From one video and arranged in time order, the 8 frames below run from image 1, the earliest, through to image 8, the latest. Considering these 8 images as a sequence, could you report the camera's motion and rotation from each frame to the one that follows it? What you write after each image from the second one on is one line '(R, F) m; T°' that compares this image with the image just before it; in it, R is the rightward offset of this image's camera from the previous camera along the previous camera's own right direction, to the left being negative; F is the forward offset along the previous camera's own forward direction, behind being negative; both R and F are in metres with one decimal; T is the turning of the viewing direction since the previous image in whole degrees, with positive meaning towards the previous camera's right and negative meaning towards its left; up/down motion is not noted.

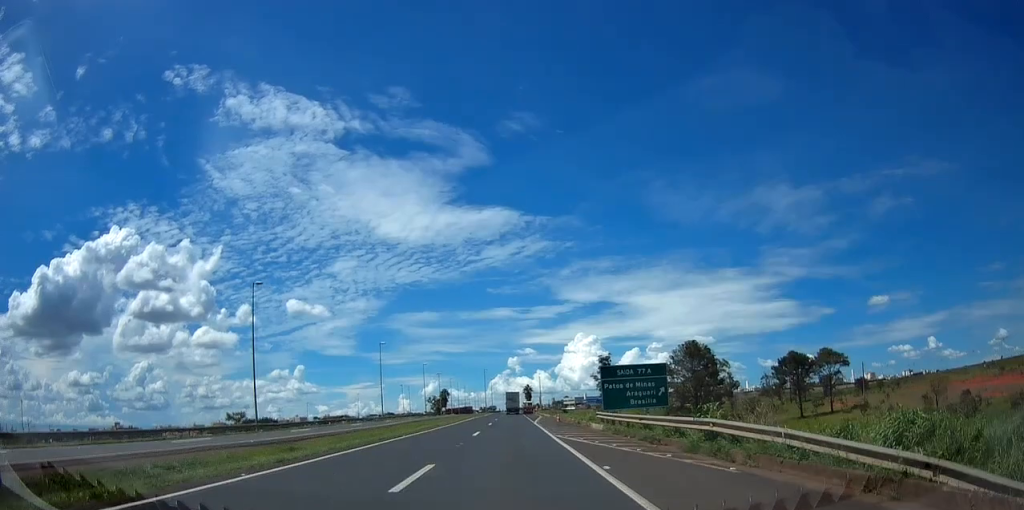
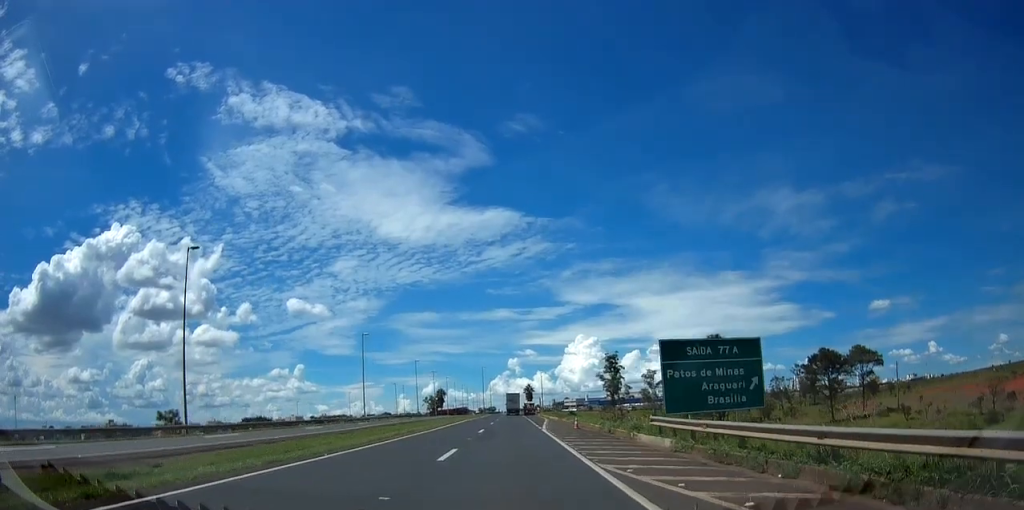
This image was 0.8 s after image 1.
(-0.2, +13.6) m; 0°
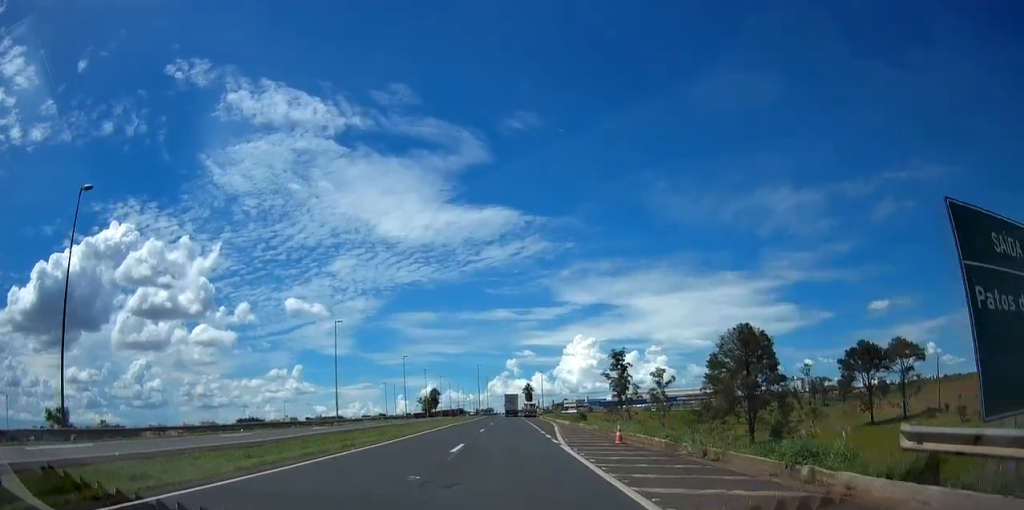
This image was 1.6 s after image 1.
(+0.4, +14.6) m; 0°
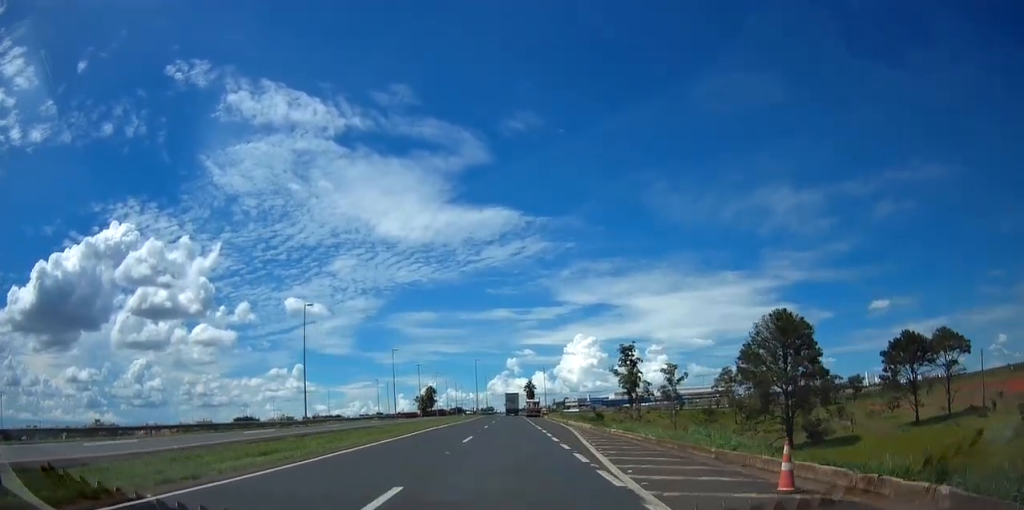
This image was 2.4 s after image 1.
(-0.4, +13.2) m; 0°
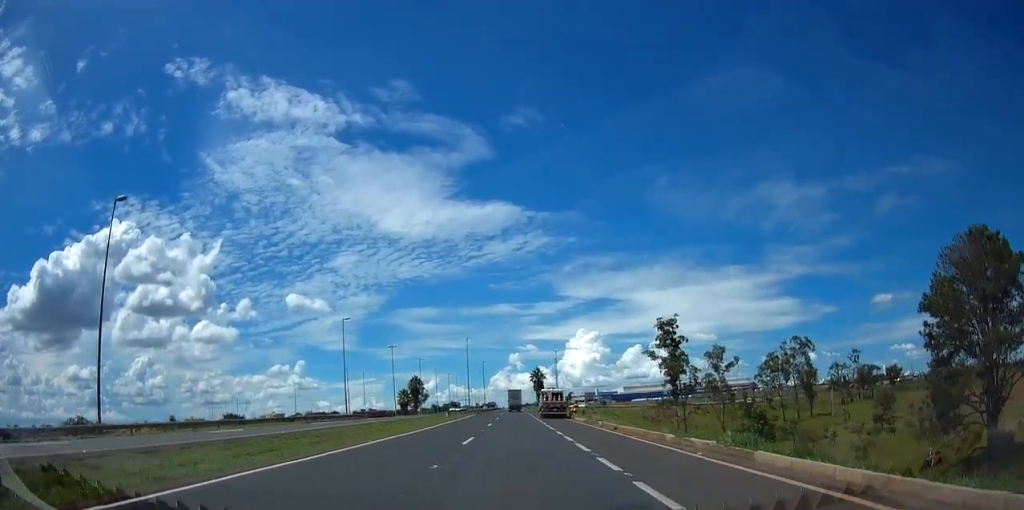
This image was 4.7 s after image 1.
(-0.2, +39.2) m; 0°
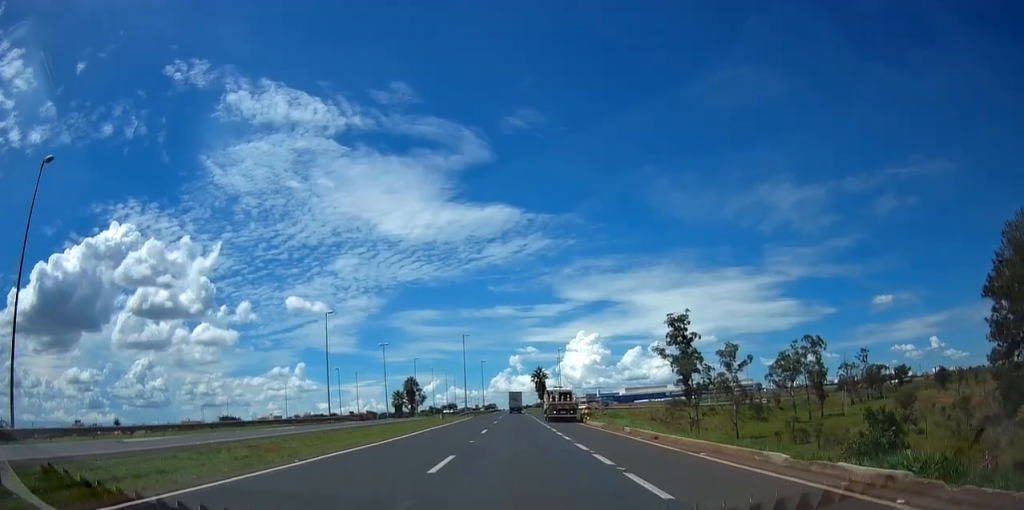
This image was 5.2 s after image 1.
(+0.3, +8.2) m; +1°
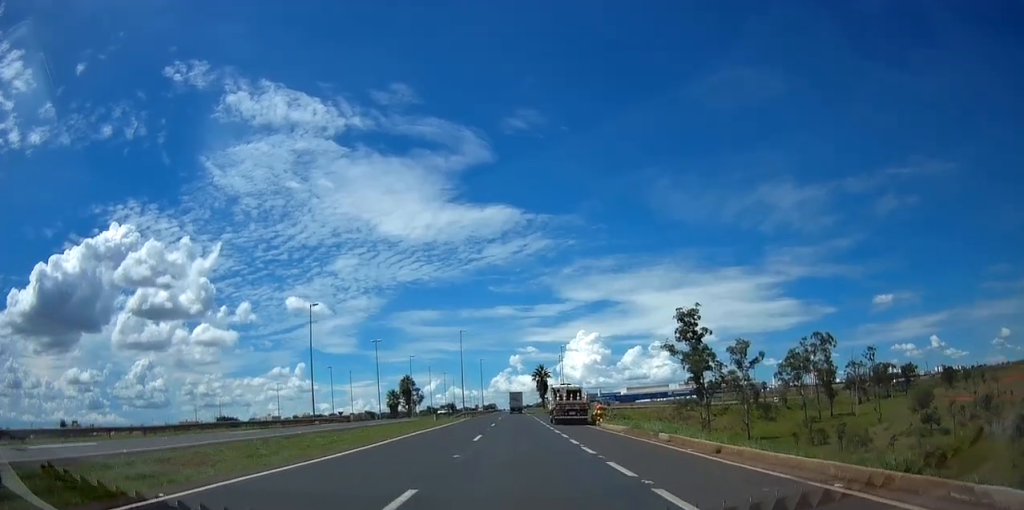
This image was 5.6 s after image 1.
(+0.1, +6.6) m; +1°
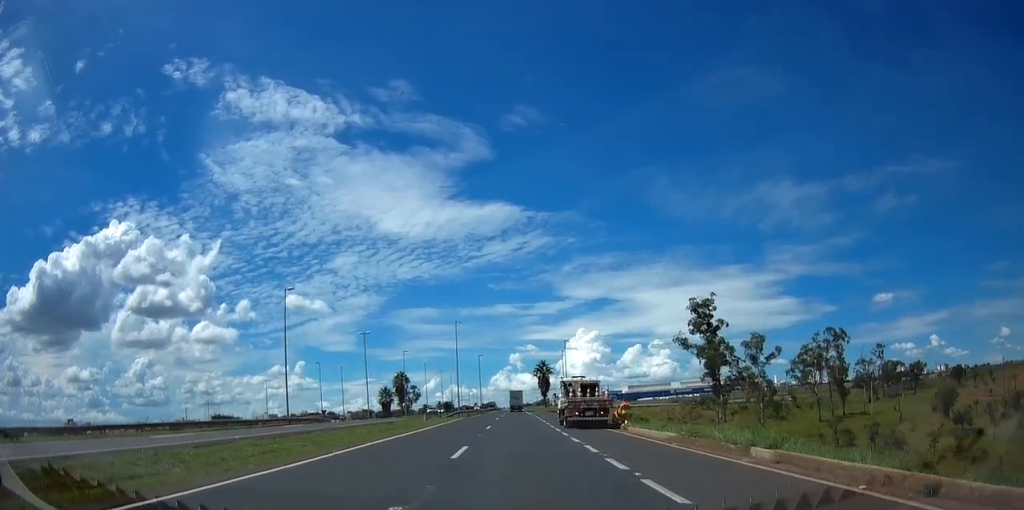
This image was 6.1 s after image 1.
(0.0, +8.5) m; 0°
